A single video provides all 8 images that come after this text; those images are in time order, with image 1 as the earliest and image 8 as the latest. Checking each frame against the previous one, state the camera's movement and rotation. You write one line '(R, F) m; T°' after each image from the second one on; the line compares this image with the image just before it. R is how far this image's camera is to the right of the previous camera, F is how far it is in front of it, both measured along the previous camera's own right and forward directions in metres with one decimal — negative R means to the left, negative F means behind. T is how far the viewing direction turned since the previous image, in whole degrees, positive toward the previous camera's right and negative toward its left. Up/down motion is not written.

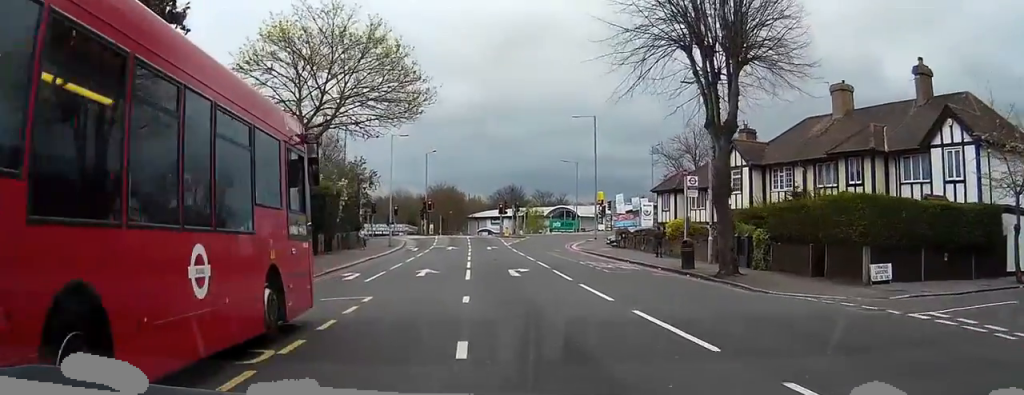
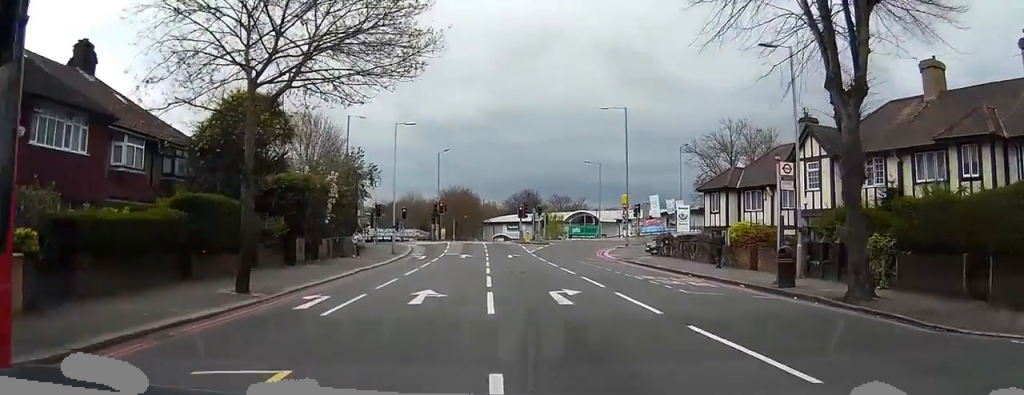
(0.0, +7.6) m; -1°
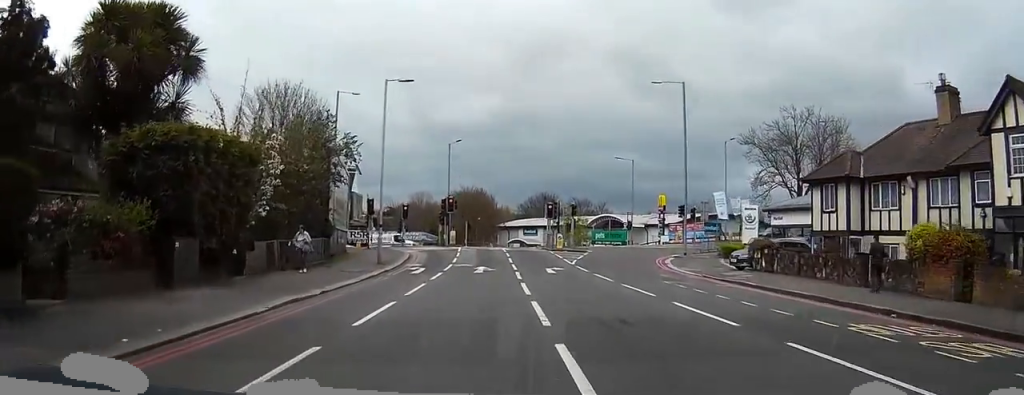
(-0.4, +13.5) m; -2°
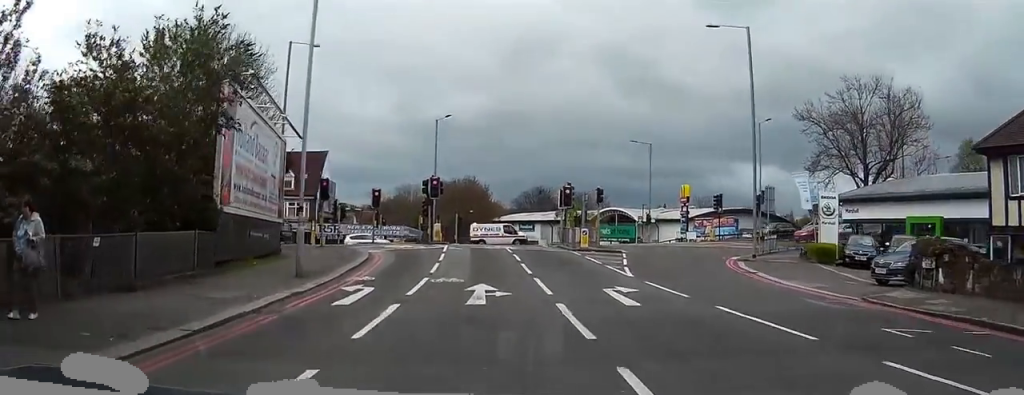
(-0.1, +13.4) m; 0°
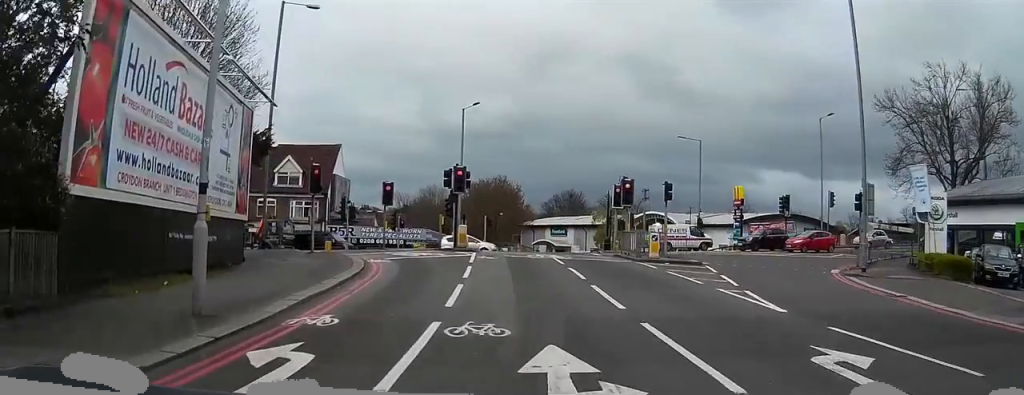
(0.0, +7.9) m; -2°
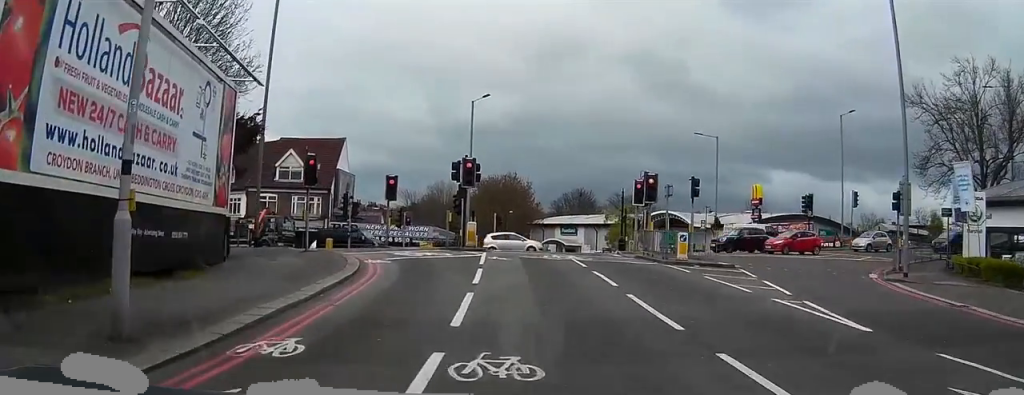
(+0.1, +2.5) m; -1°
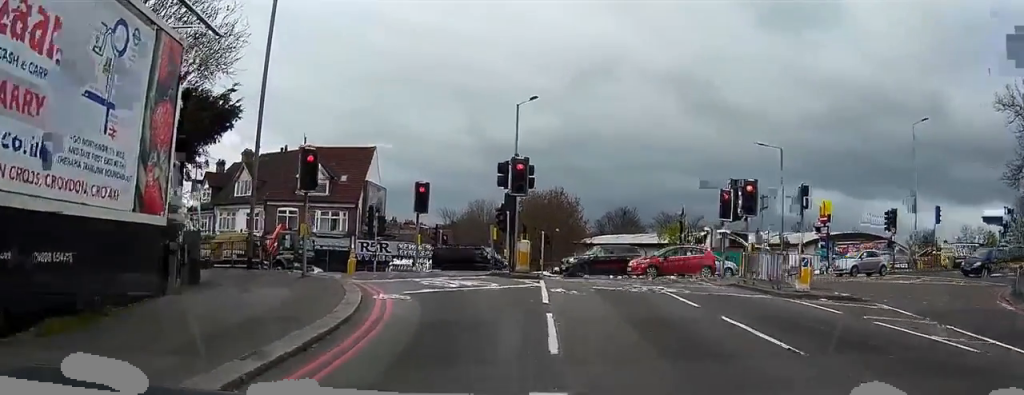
(-0.4, +6.4) m; -4°
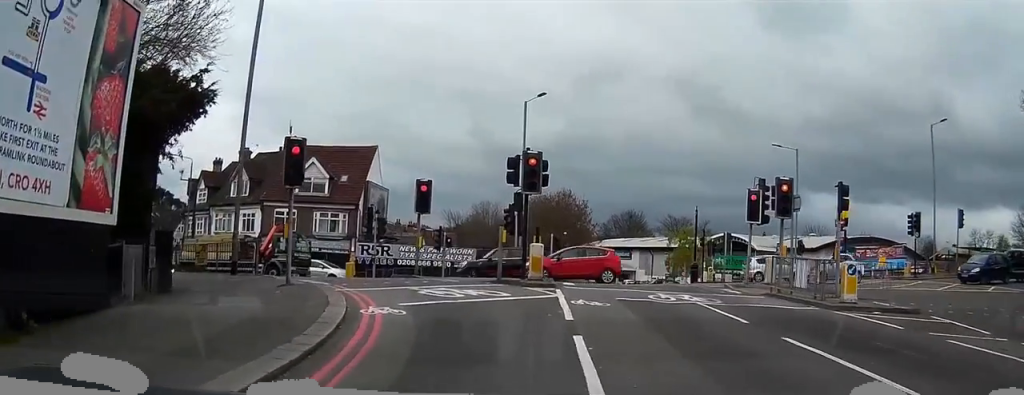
(0.0, +2.1) m; 0°
